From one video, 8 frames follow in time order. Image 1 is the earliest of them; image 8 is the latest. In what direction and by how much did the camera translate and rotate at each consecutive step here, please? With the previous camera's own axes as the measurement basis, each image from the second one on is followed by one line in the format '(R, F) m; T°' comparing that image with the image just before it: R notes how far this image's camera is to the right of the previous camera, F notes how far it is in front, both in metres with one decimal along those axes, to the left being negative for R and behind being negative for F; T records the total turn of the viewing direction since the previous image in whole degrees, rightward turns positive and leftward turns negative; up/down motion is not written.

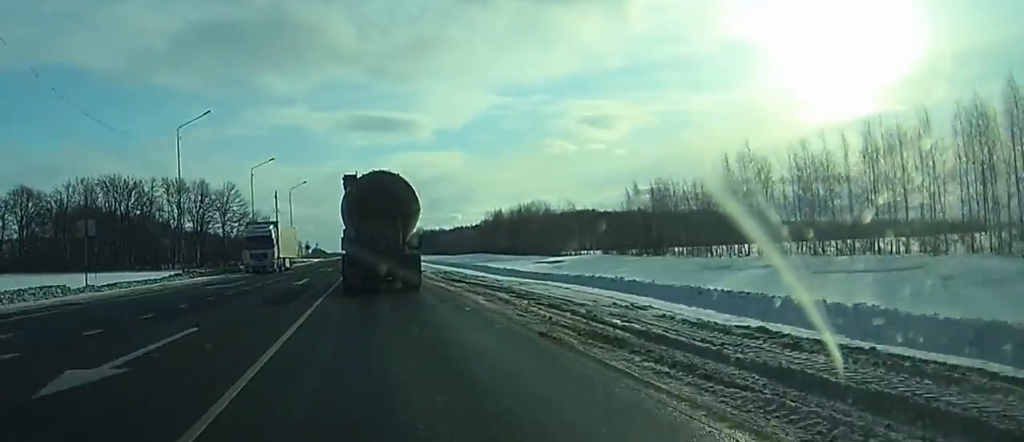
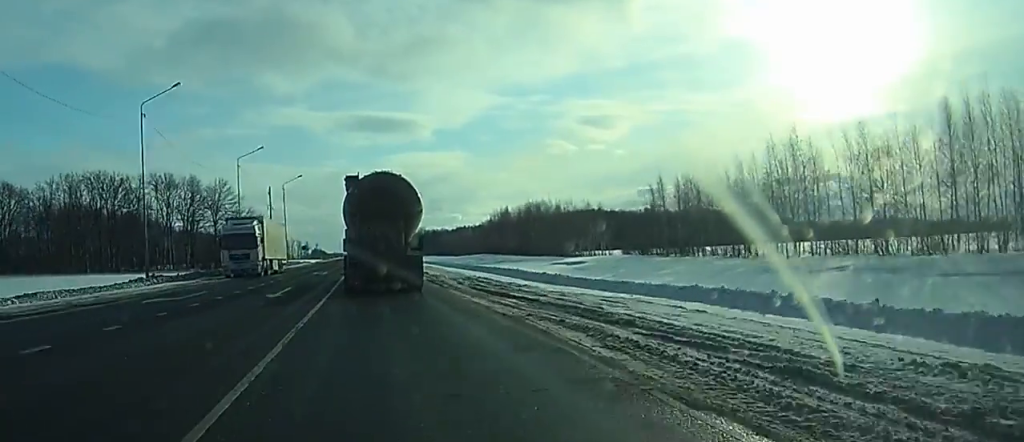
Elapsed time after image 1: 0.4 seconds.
(0.0, +10.7) m; 0°
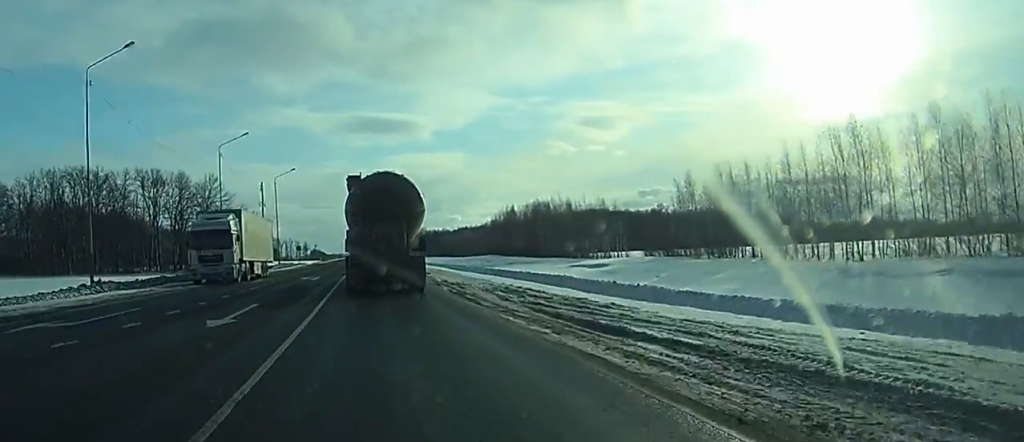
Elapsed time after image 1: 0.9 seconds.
(0.0, +10.8) m; 0°
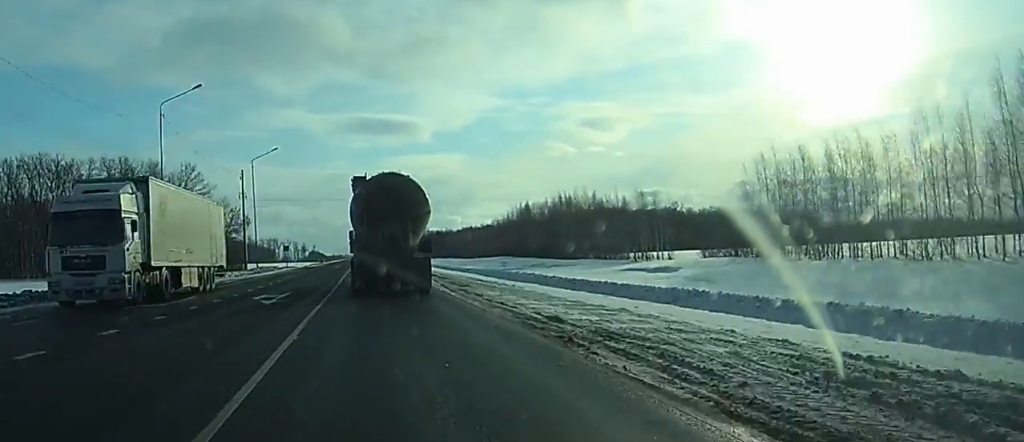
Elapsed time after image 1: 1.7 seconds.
(+0.1, +21.6) m; 0°
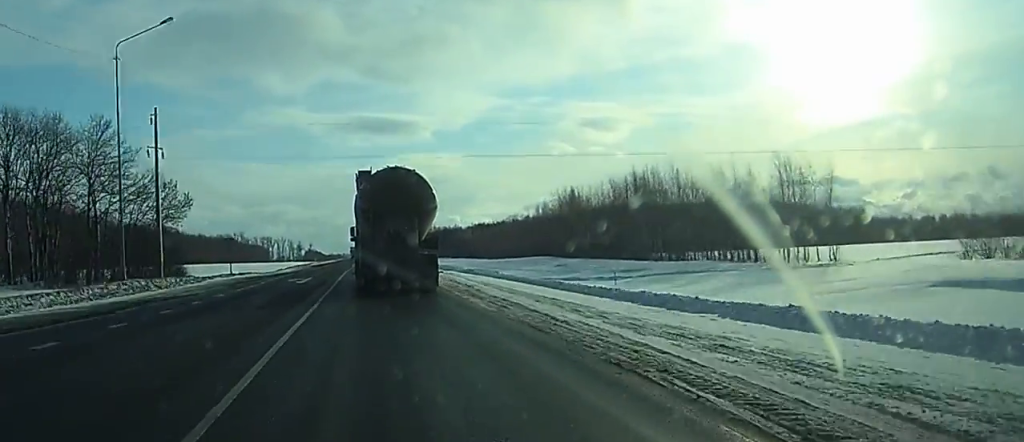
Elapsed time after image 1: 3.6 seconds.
(-0.5, +47.4) m; -1°
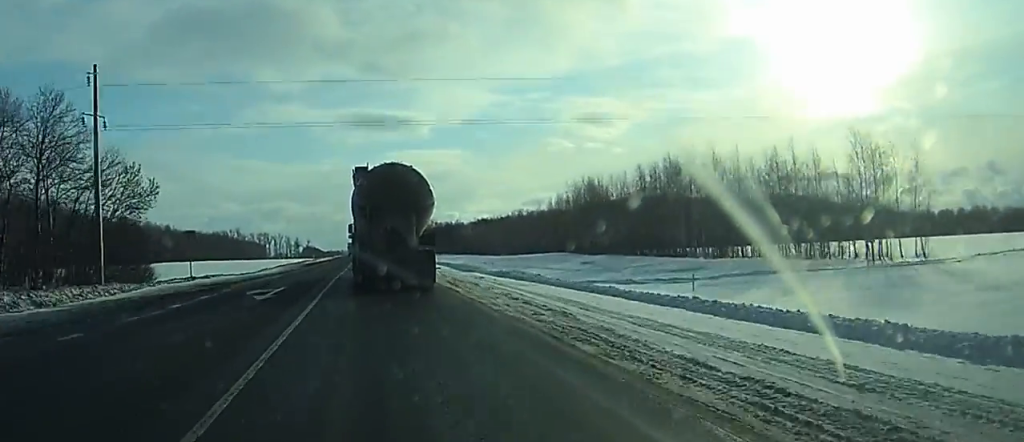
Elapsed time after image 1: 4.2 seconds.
(0.0, +15.0) m; 0°
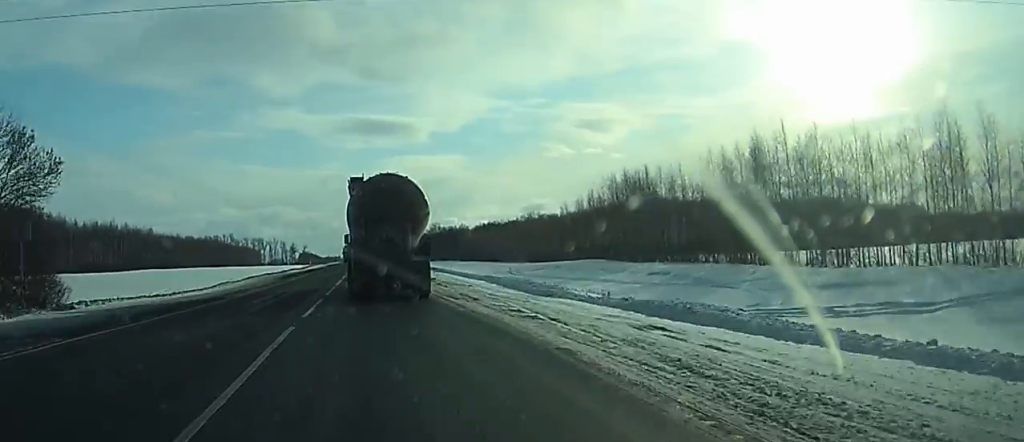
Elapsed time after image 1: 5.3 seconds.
(+0.1, +25.7) m; 0°
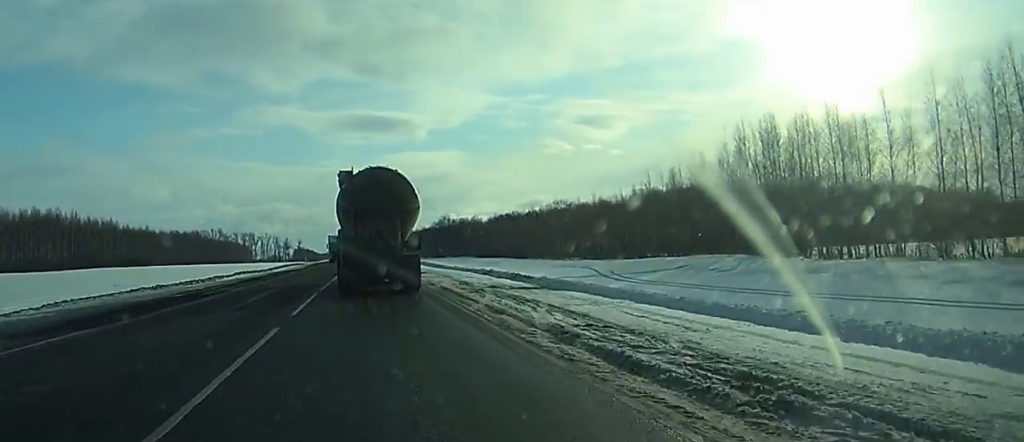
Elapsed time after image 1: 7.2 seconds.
(+0.1, +48.7) m; 0°
